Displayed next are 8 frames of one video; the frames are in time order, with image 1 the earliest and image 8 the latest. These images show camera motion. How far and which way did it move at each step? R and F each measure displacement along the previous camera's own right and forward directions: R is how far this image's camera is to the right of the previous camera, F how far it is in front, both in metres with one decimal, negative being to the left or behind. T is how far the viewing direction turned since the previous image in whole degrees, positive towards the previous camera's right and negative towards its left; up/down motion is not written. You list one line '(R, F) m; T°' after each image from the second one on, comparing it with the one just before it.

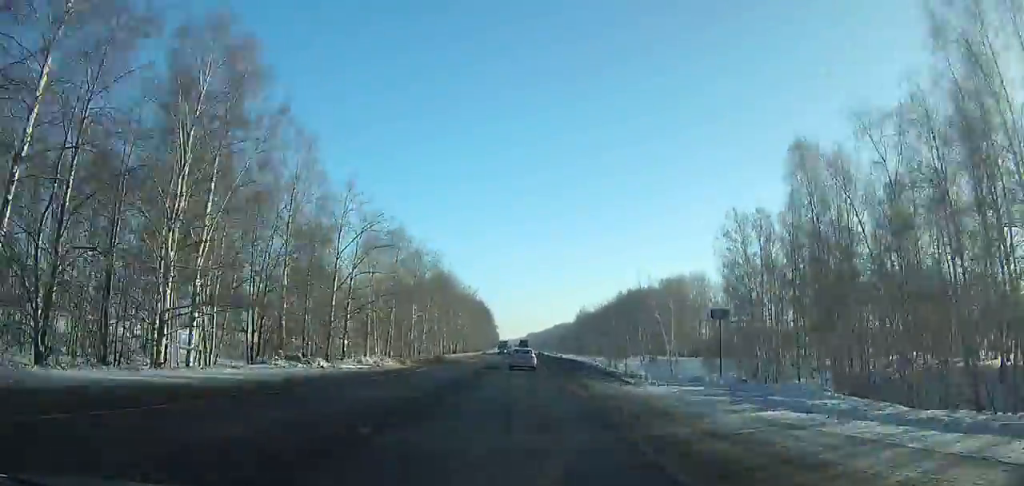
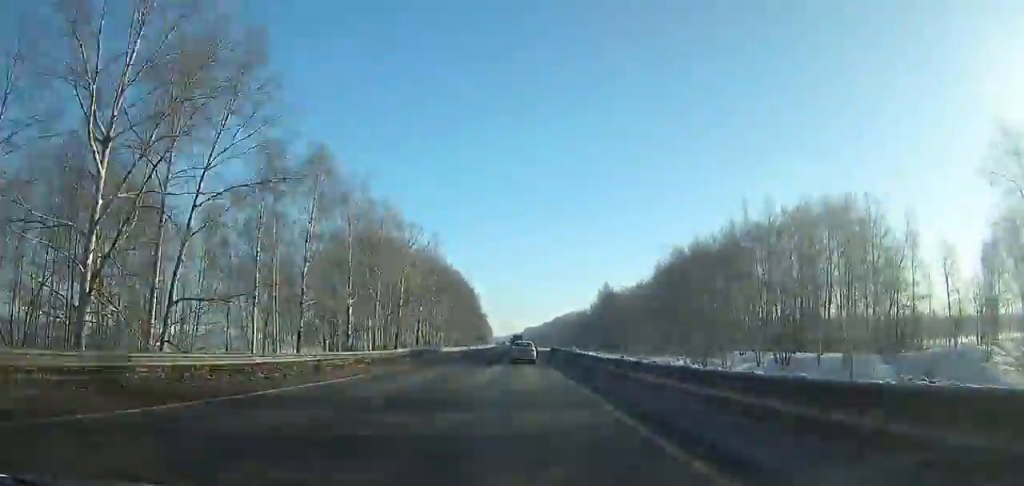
(+0.4, +74.0) m; 0°
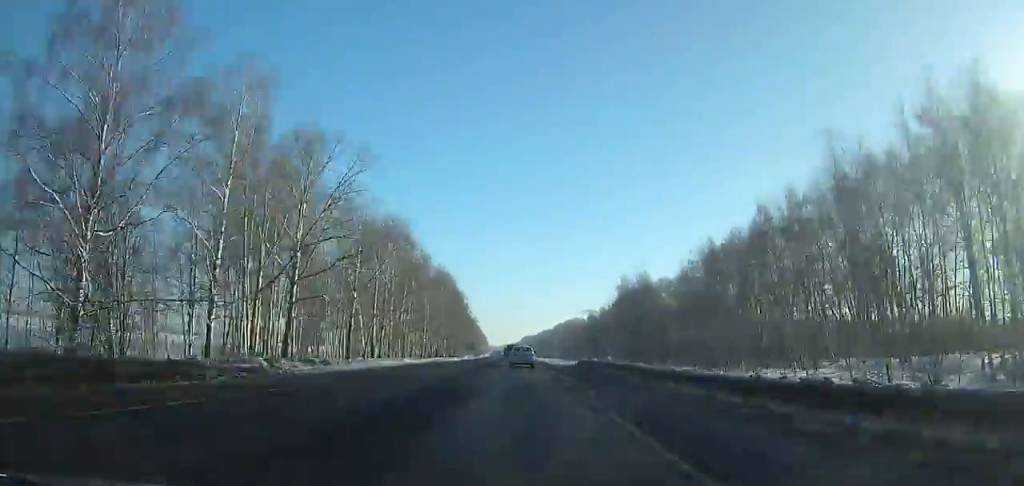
(+0.5, +40.4) m; 0°
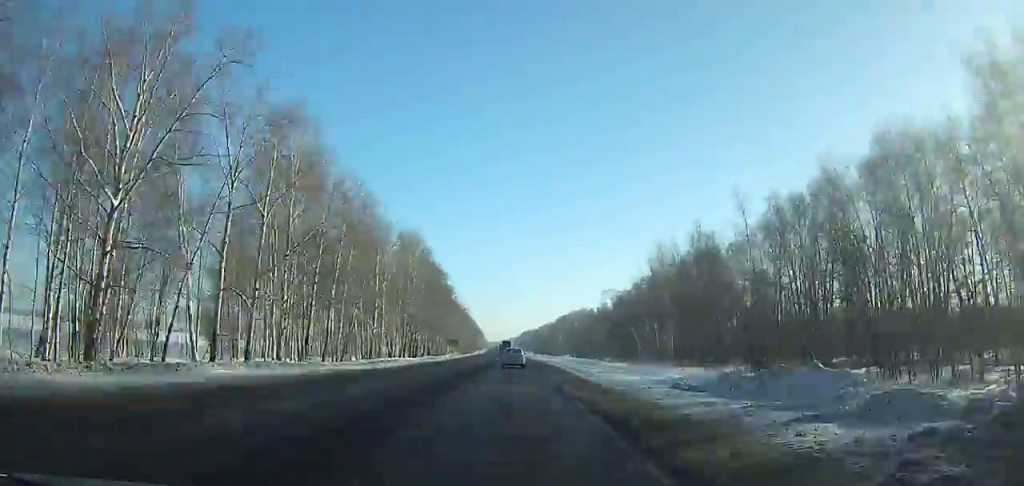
(-0.6, +39.9) m; -1°
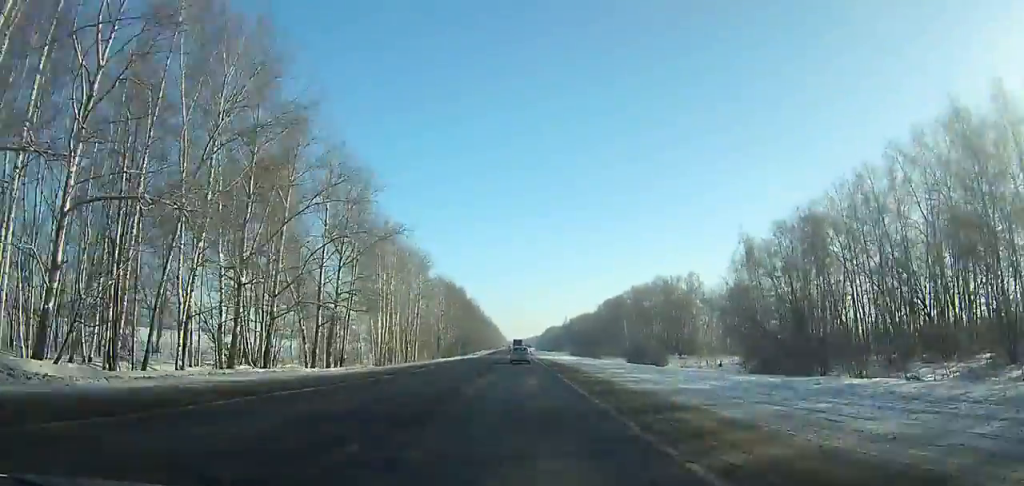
(-1.4, +124.1) m; -1°
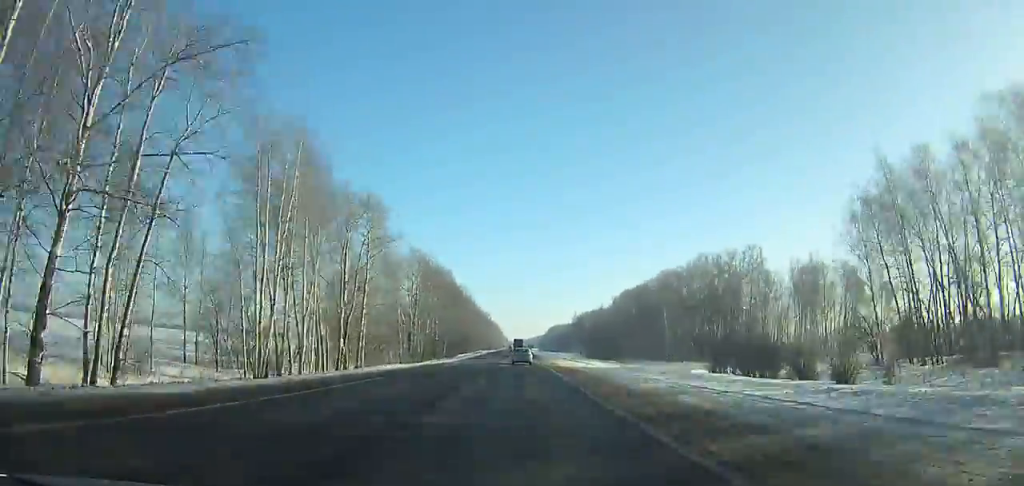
(-0.3, +39.7) m; 0°
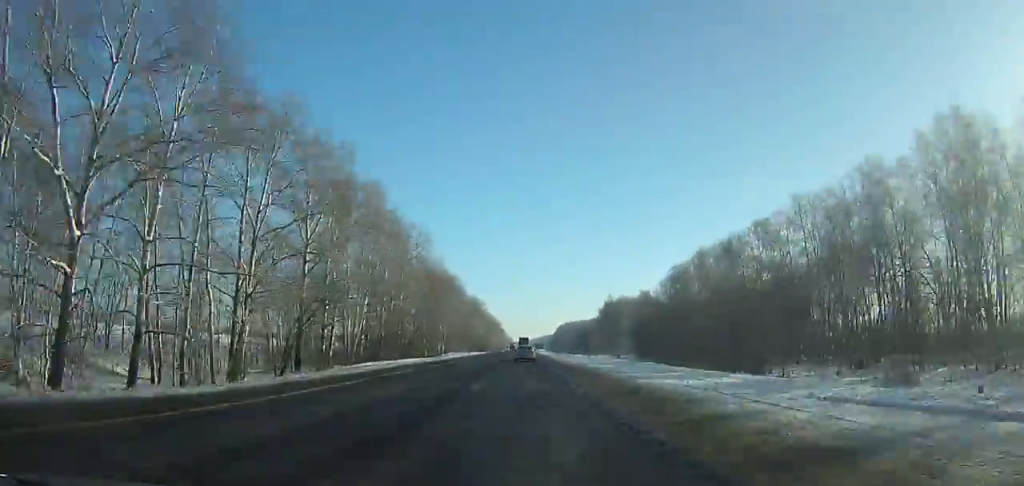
(-0.3, +81.7) m; 0°
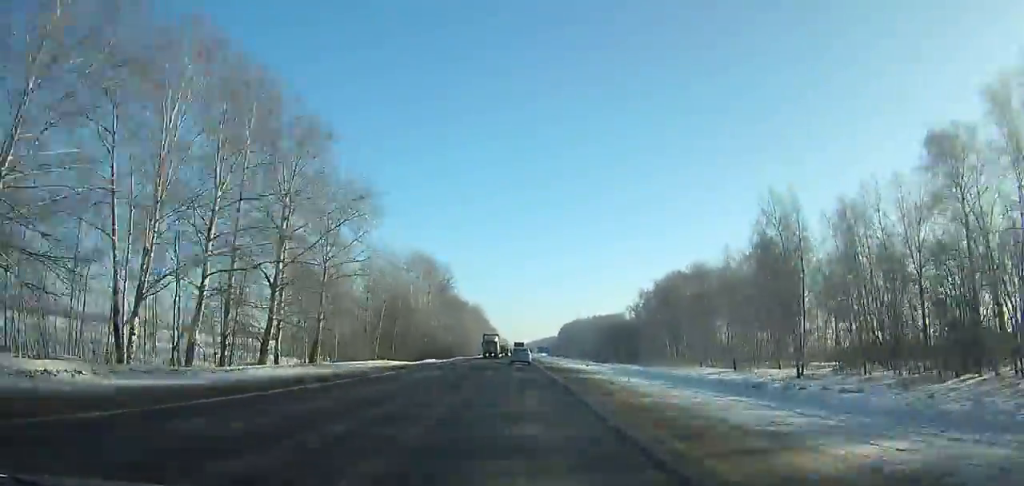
(+0.1, +107.7) m; 0°
